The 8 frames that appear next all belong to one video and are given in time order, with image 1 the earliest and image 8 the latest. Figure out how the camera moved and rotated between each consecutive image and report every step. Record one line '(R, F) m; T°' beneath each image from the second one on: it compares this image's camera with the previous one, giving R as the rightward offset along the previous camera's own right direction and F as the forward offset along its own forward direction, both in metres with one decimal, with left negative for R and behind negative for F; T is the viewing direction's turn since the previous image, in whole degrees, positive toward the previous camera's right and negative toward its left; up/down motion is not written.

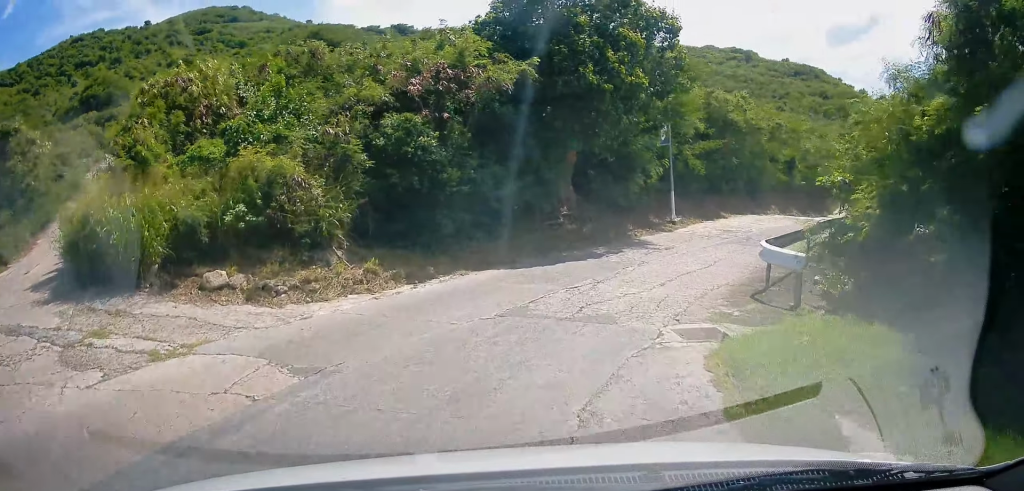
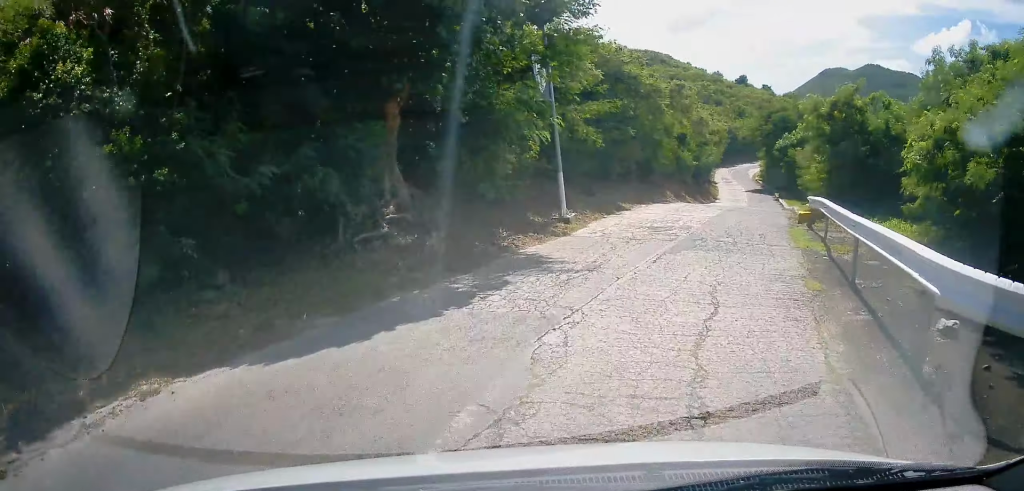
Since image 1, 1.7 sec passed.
(+2.0, +7.4) m; +27°
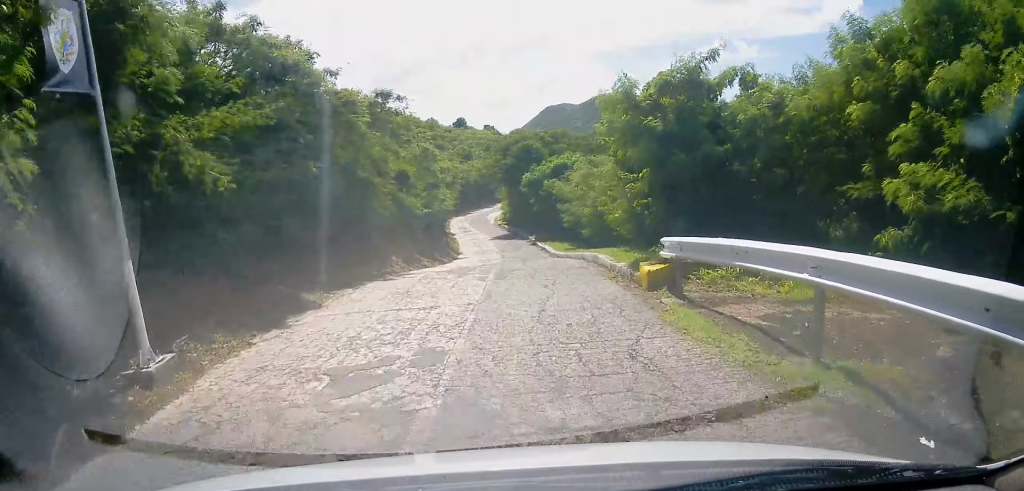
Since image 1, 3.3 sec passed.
(+0.3, +7.0) m; +5°
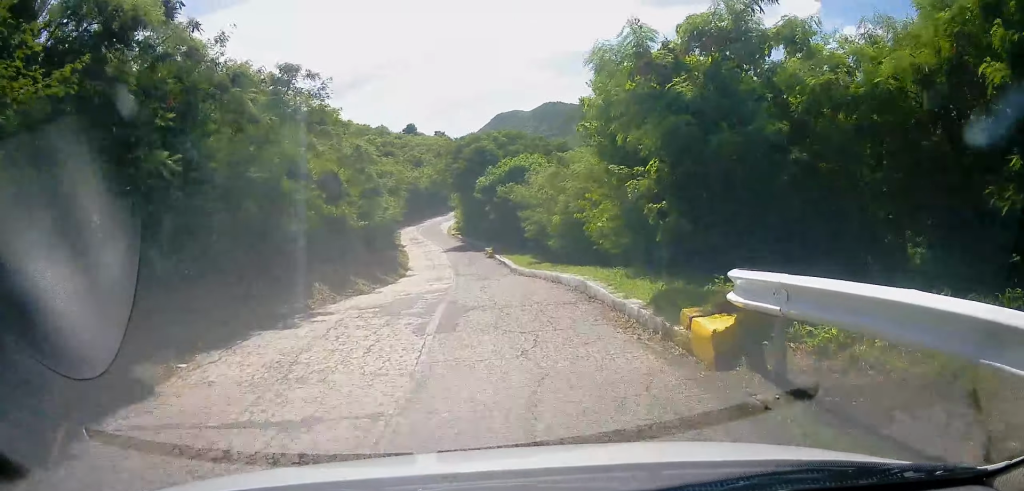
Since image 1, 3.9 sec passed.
(-0.1, +3.1) m; +5°
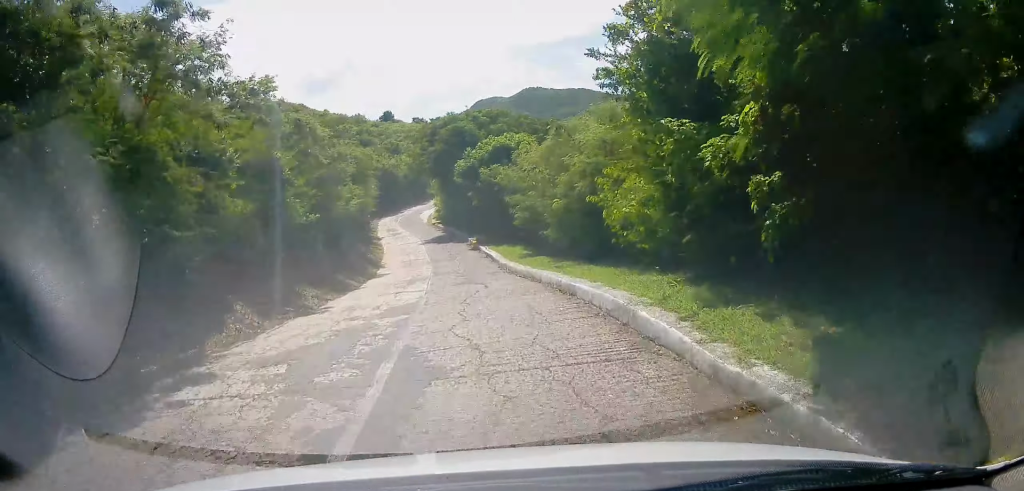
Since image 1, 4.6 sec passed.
(+0.4, +4.1) m; +8°
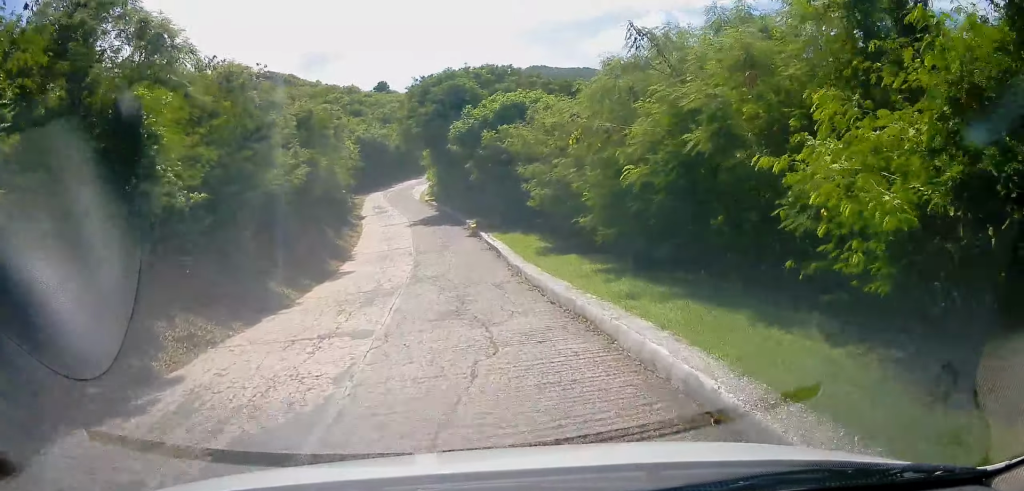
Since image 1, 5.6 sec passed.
(+0.8, +7.3) m; +6°
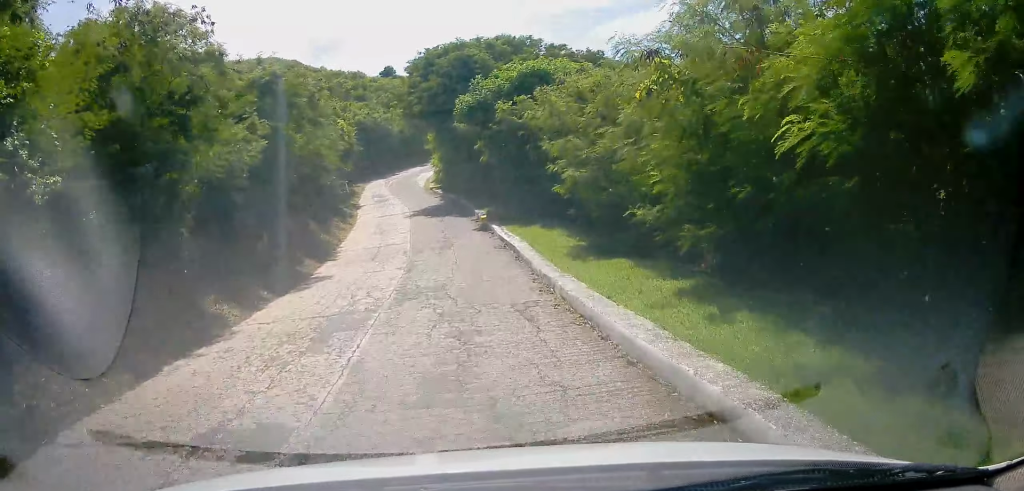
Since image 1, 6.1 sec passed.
(+0.1, +4.3) m; 0°
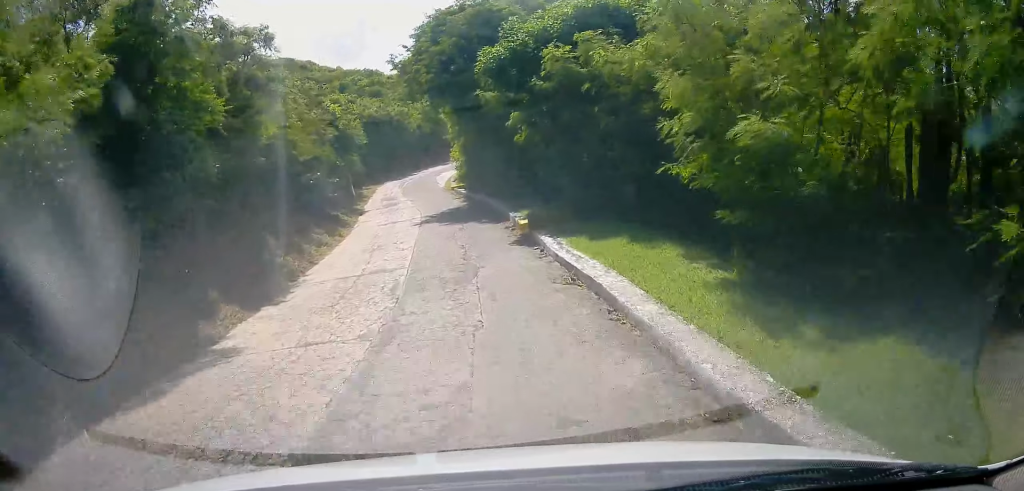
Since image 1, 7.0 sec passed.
(-0.3, +7.2) m; -5°
